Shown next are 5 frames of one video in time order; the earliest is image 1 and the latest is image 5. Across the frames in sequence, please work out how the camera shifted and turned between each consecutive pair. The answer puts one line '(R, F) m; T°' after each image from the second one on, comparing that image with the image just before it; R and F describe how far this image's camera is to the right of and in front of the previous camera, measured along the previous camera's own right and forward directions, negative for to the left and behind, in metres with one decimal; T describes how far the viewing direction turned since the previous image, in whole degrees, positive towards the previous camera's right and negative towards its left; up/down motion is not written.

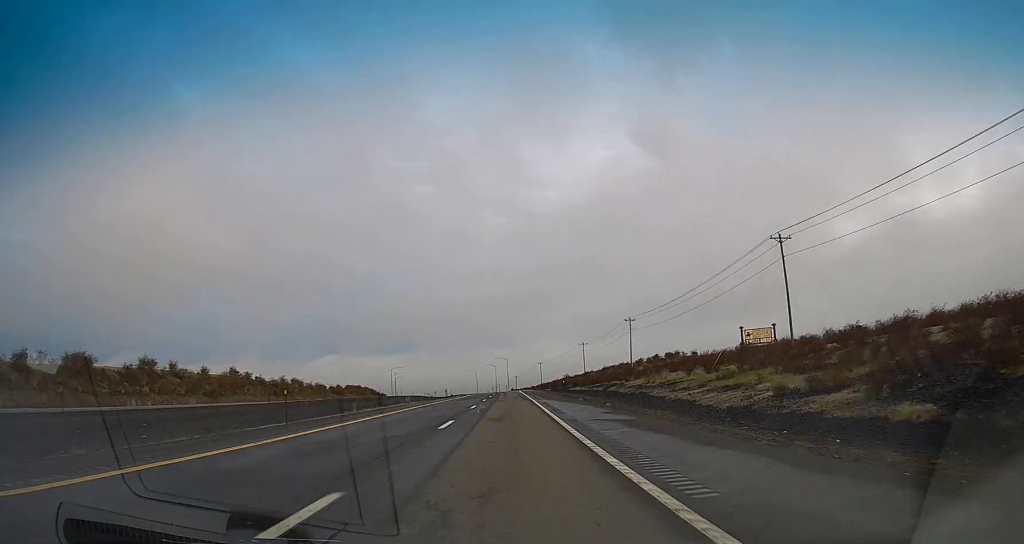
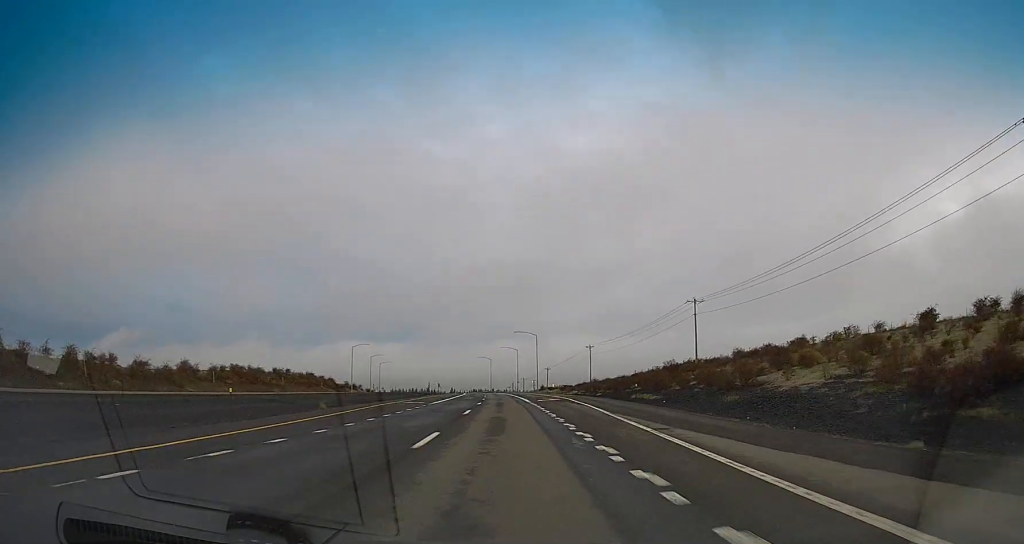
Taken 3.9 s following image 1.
(-2.1, +113.0) m; -3°
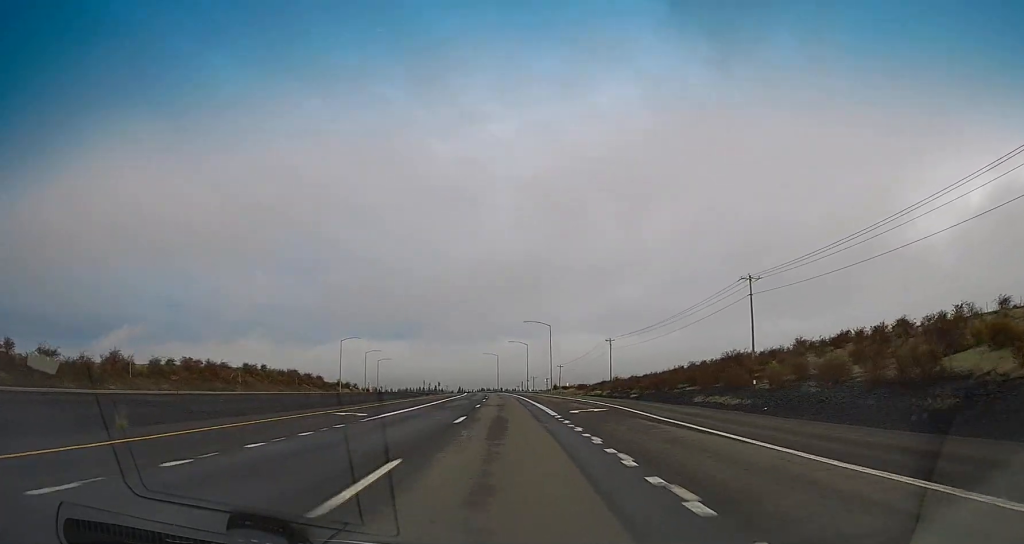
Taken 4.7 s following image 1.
(-0.3, +22.3) m; -1°
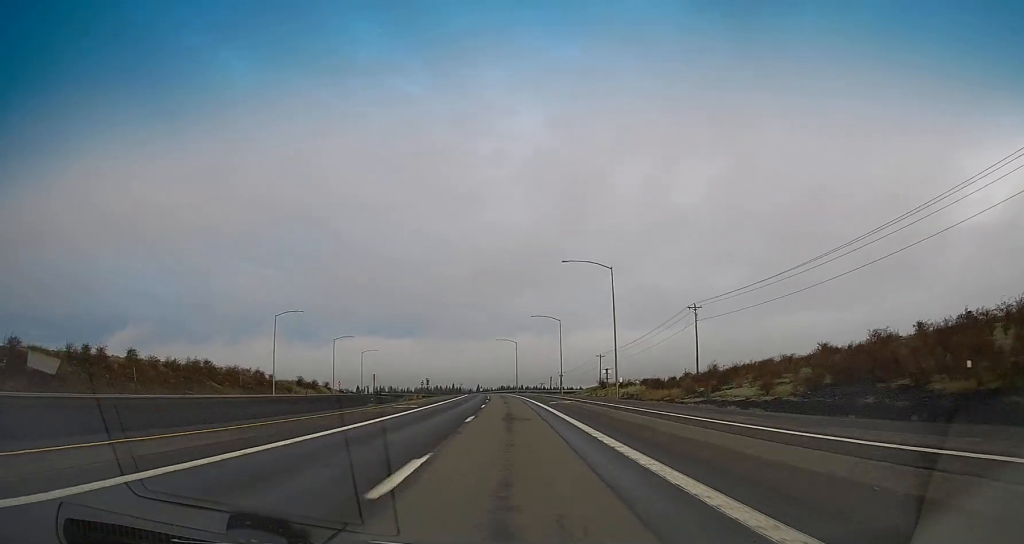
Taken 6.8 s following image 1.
(-0.3, +61.5) m; -1°
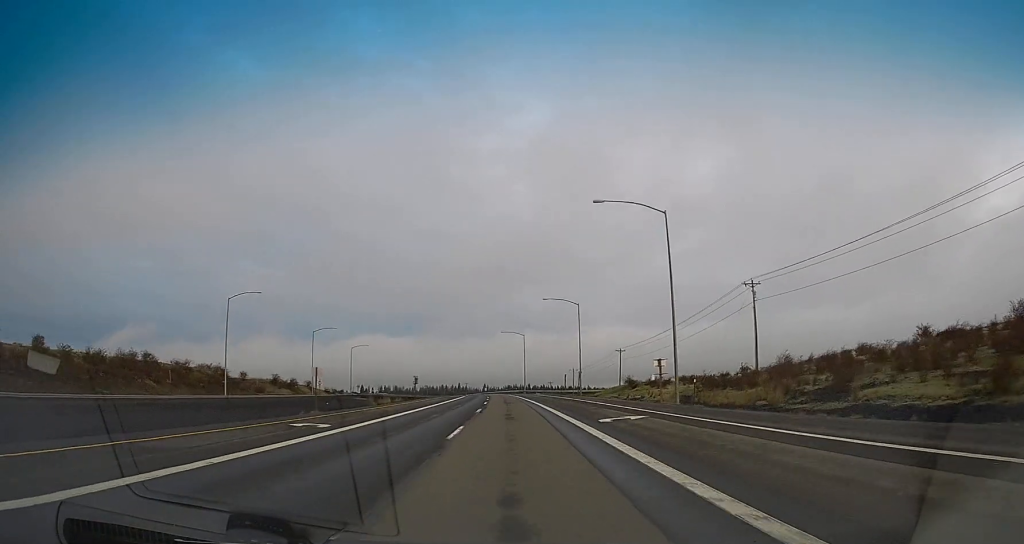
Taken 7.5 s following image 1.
(-0.3, +22.5) m; -1°
